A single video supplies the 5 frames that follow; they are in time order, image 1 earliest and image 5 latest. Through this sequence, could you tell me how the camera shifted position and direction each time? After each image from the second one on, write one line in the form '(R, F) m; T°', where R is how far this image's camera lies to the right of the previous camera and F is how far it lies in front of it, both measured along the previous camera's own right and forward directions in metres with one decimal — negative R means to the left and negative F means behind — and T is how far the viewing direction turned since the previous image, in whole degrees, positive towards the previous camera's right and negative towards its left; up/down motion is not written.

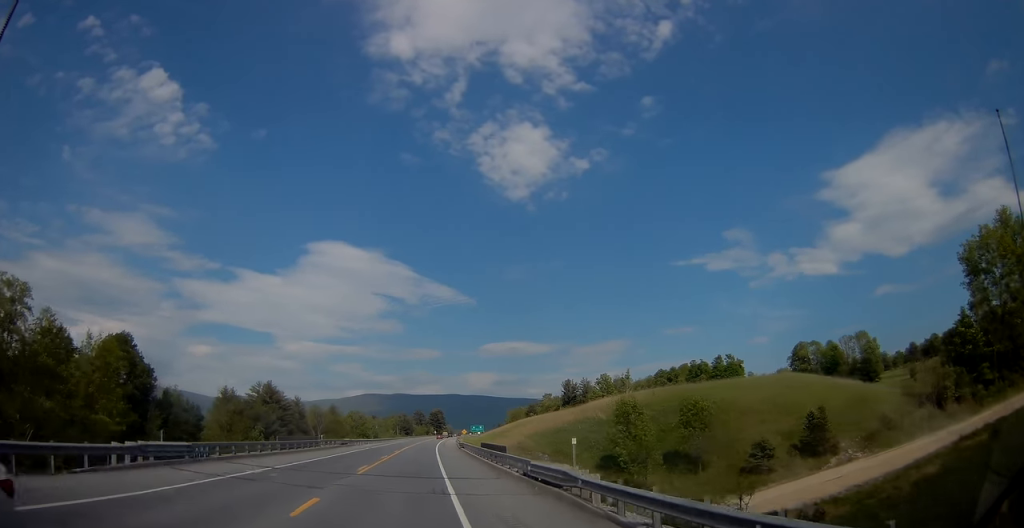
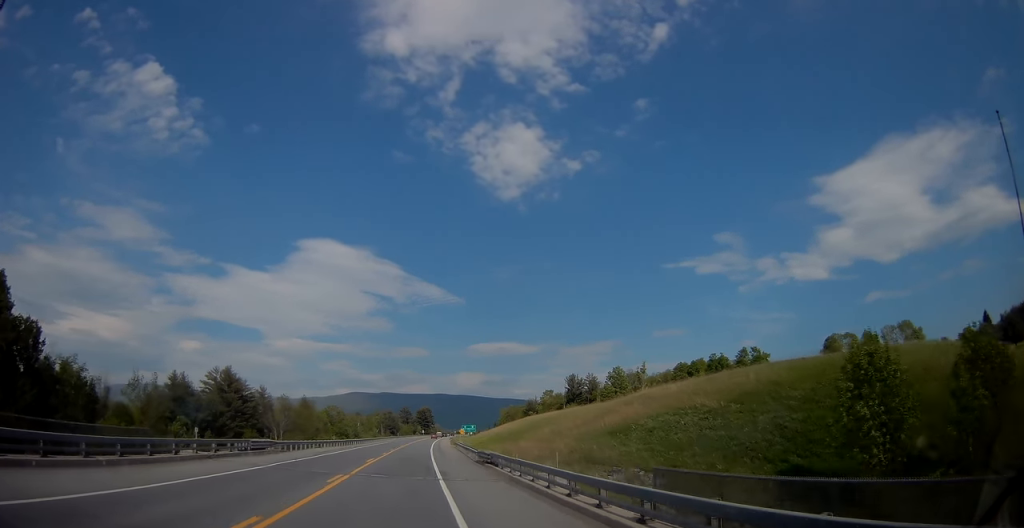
(+0.5, +32.3) m; +1°
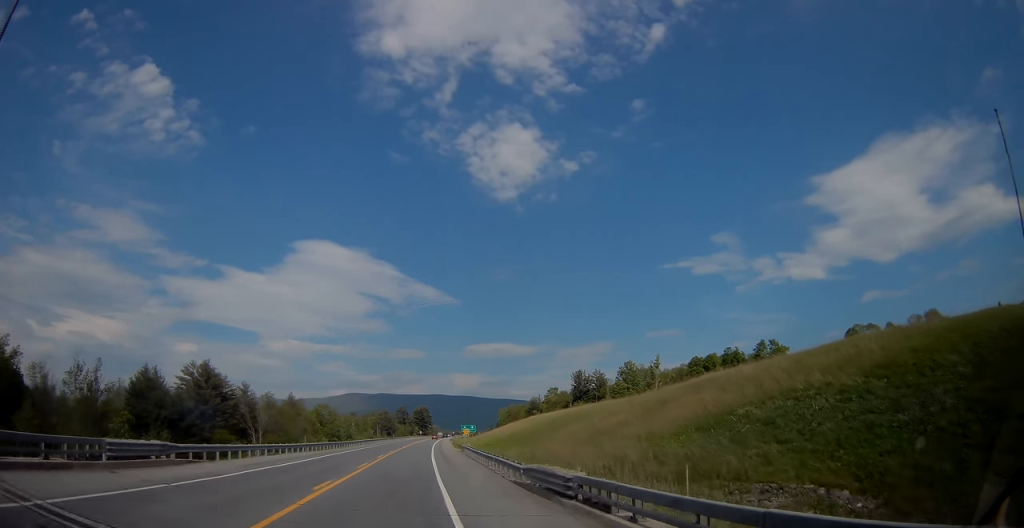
(+0.1, +15.5) m; 0°
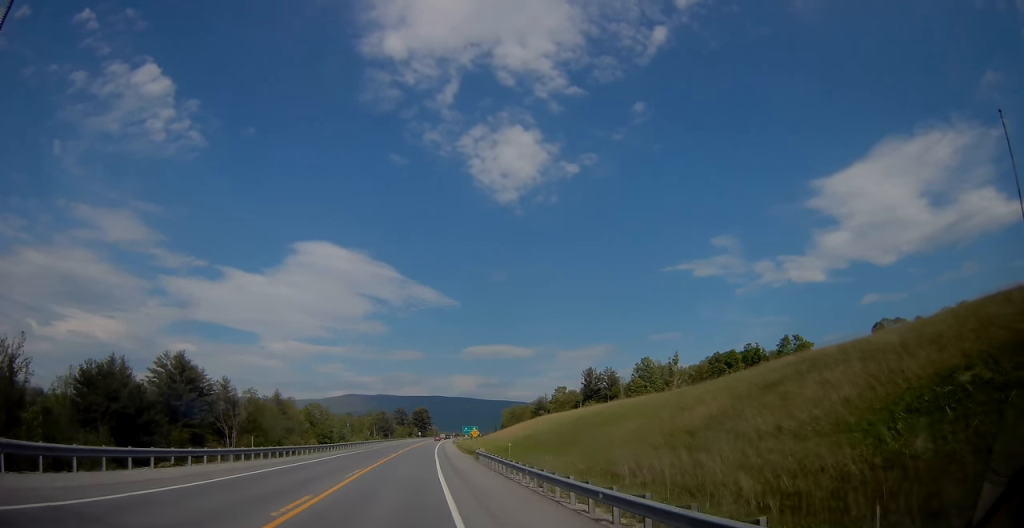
(0.0, +15.4) m; 0°
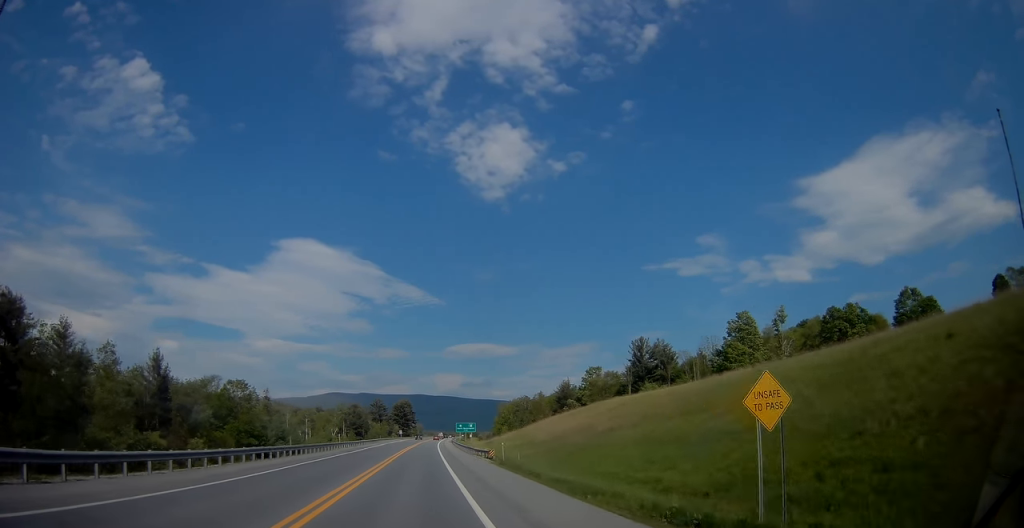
(+0.4, +60.8) m; +1°
